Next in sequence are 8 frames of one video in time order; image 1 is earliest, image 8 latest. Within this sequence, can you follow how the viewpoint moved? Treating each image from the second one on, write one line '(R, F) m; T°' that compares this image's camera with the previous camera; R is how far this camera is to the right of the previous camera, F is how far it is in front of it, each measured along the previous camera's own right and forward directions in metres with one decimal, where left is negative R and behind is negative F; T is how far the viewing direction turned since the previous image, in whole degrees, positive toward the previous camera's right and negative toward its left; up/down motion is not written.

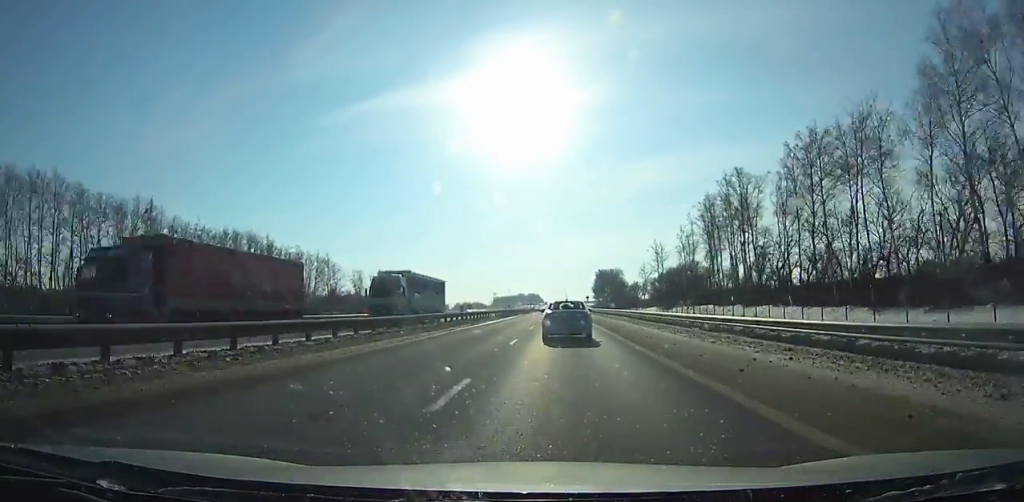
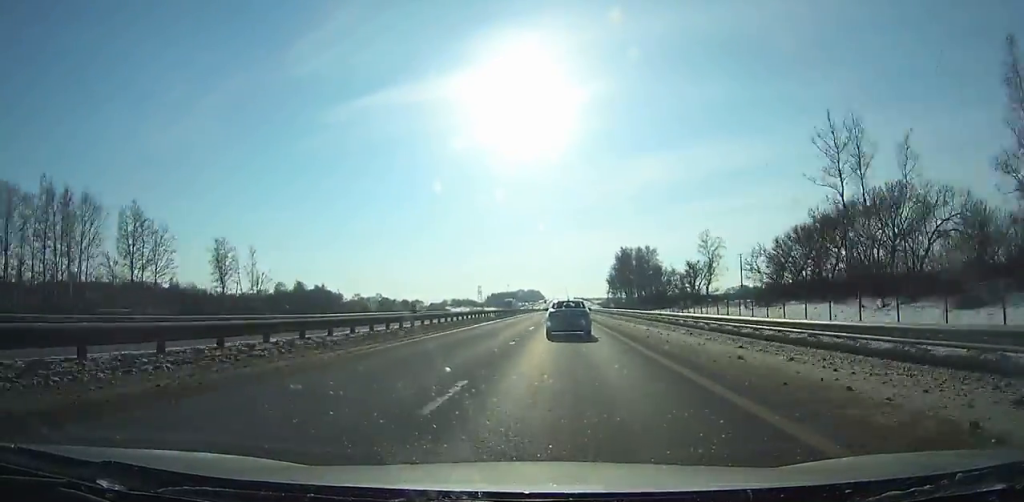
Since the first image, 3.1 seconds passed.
(+0.1, +93.2) m; 0°
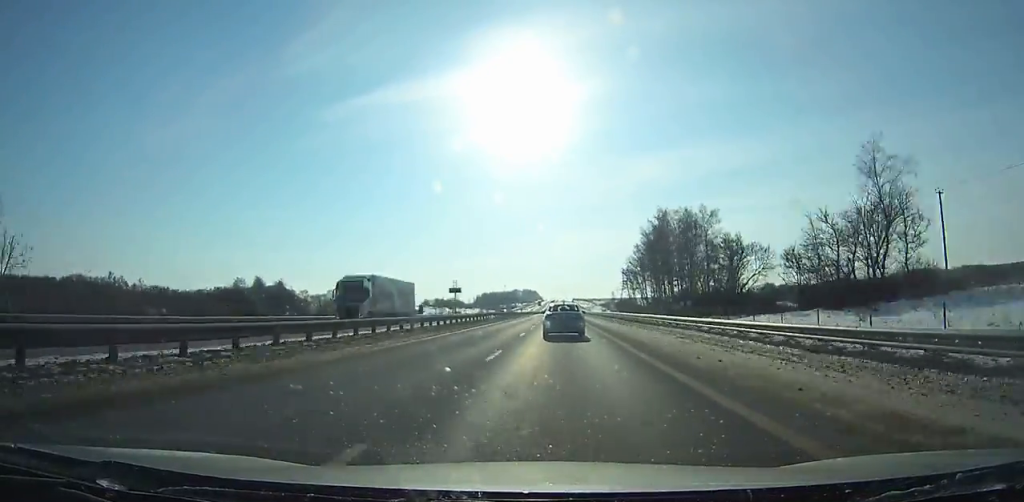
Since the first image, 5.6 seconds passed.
(-0.2, +76.2) m; 0°
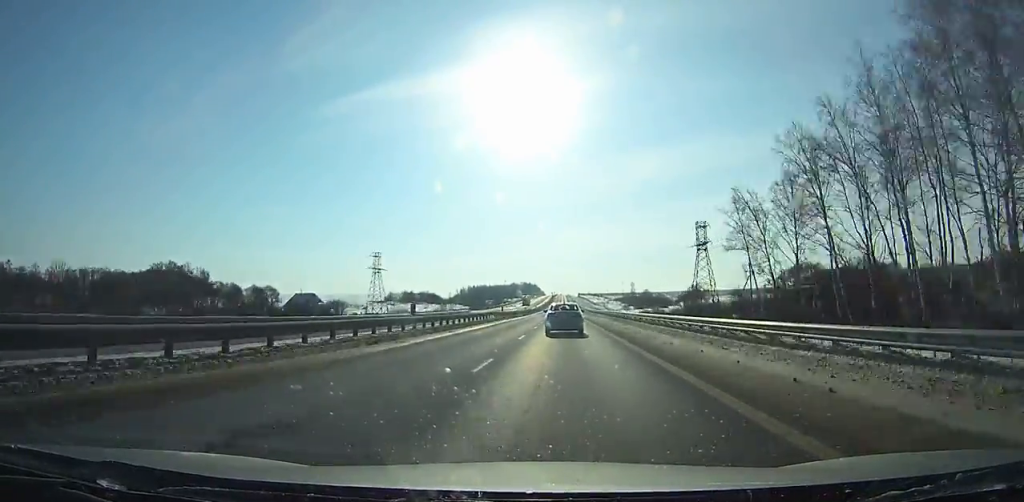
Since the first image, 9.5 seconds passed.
(0.0, +121.4) m; 0°
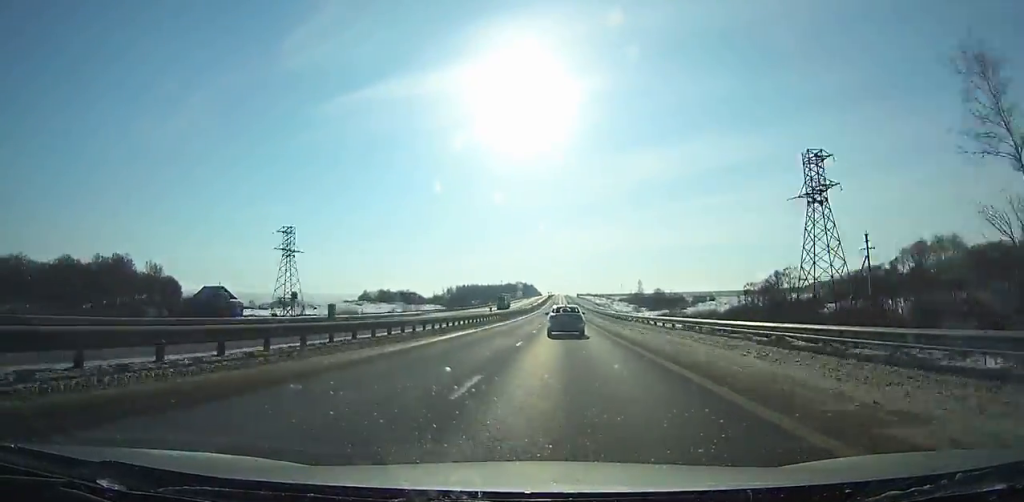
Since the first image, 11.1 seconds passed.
(0.0, +50.4) m; 0°
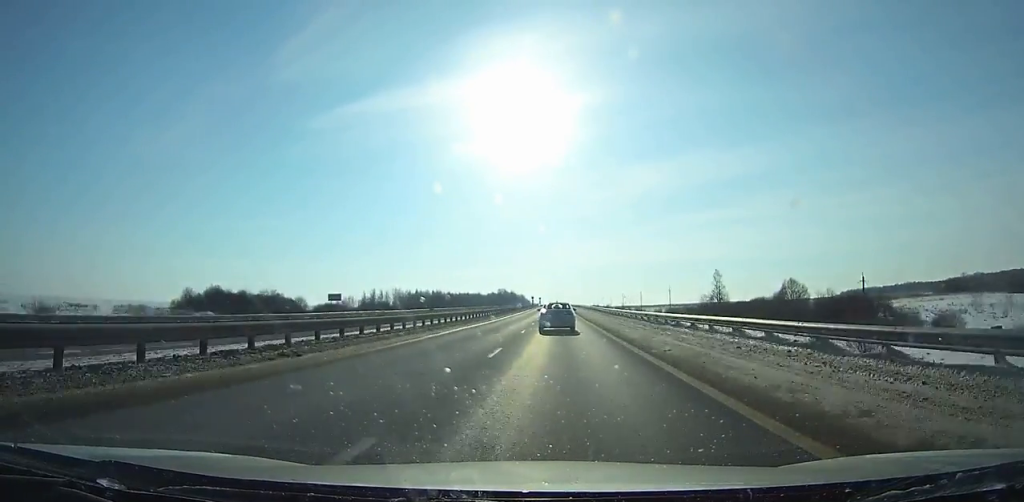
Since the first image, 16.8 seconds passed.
(+0.2, +180.8) m; 0°
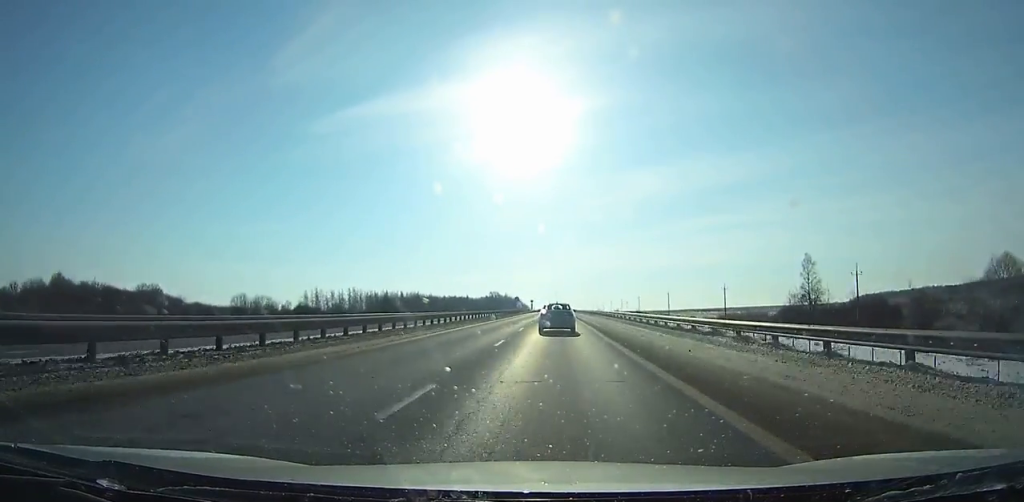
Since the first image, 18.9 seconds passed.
(-0.1, +66.2) m; 0°
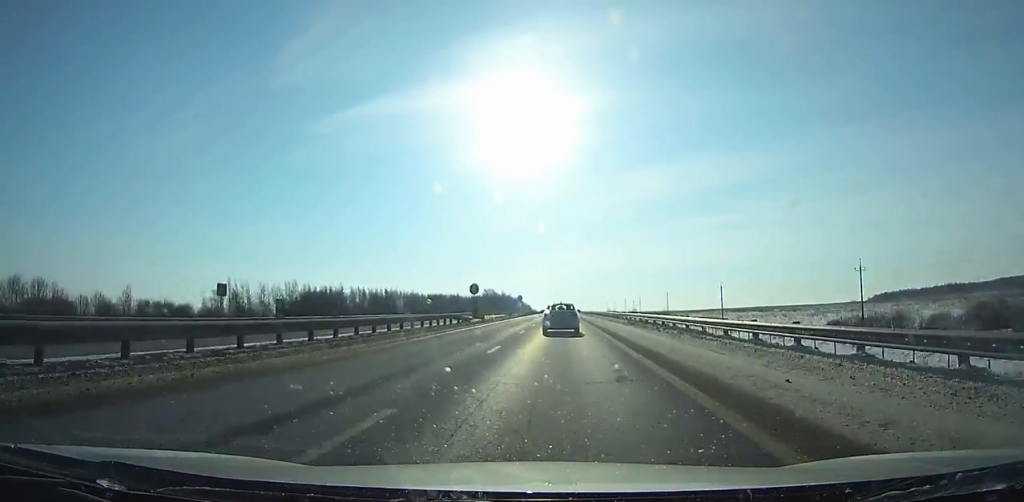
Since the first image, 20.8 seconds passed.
(-0.1, +59.6) m; 0°
